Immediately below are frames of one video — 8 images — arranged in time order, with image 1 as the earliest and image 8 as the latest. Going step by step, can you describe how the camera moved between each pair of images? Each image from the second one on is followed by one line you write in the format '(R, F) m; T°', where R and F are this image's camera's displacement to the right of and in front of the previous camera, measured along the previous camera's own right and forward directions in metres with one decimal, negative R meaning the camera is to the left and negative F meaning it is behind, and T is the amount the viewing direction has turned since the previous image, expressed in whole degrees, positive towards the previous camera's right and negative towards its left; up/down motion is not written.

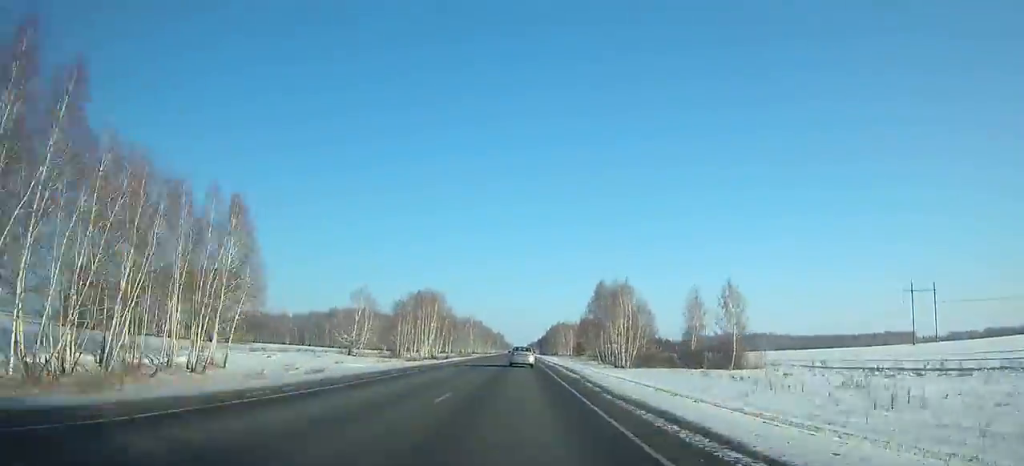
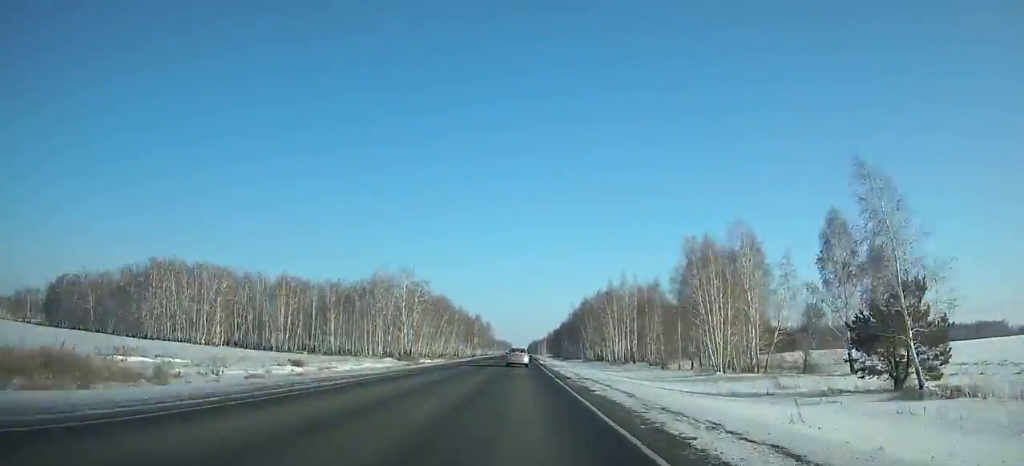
(-0.4, +170.5) m; 0°
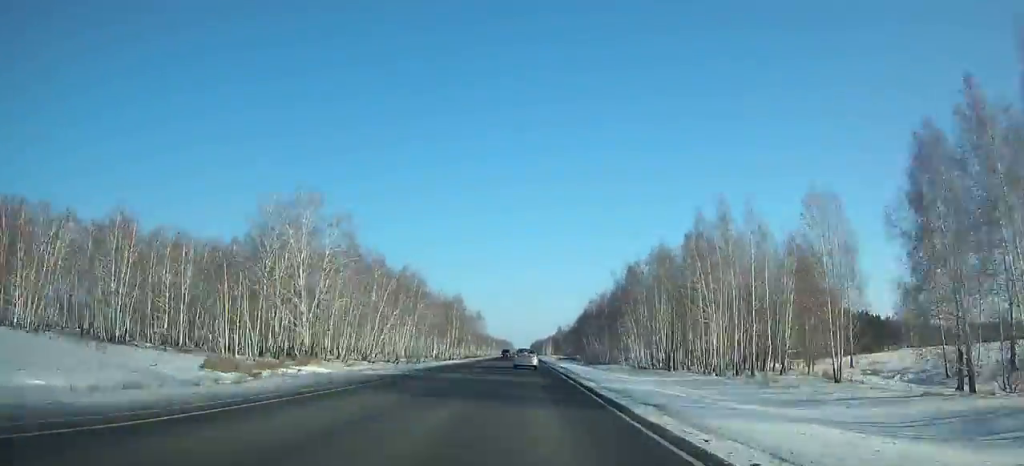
(+0.1, +60.6) m; 0°
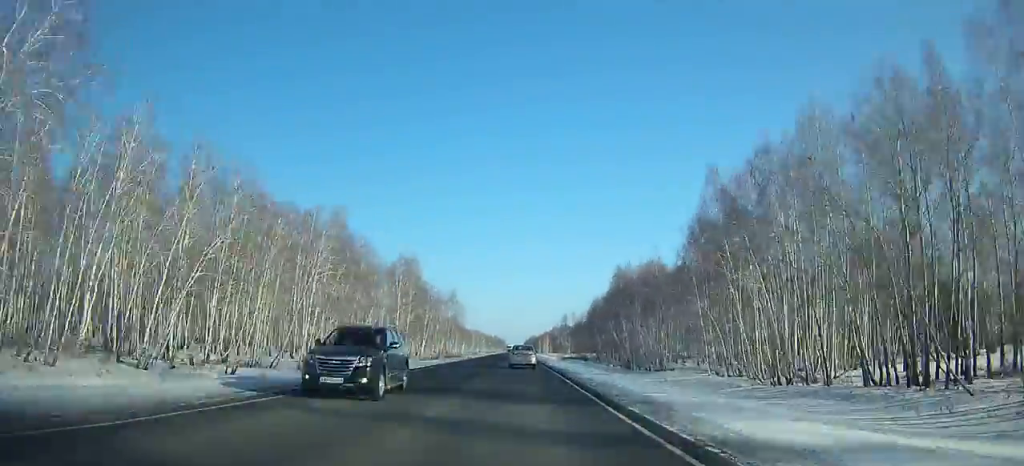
(+0.1, +46.4) m; 0°
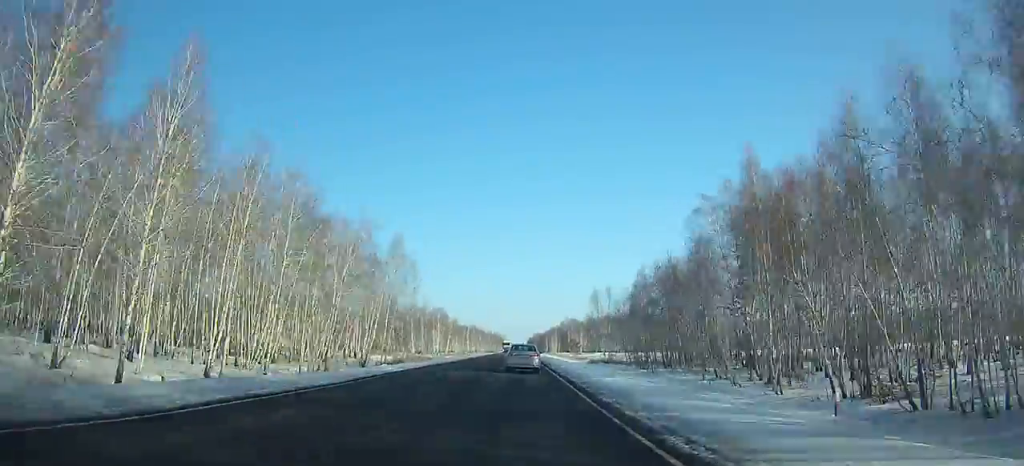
(+0.1, +53.4) m; 0°
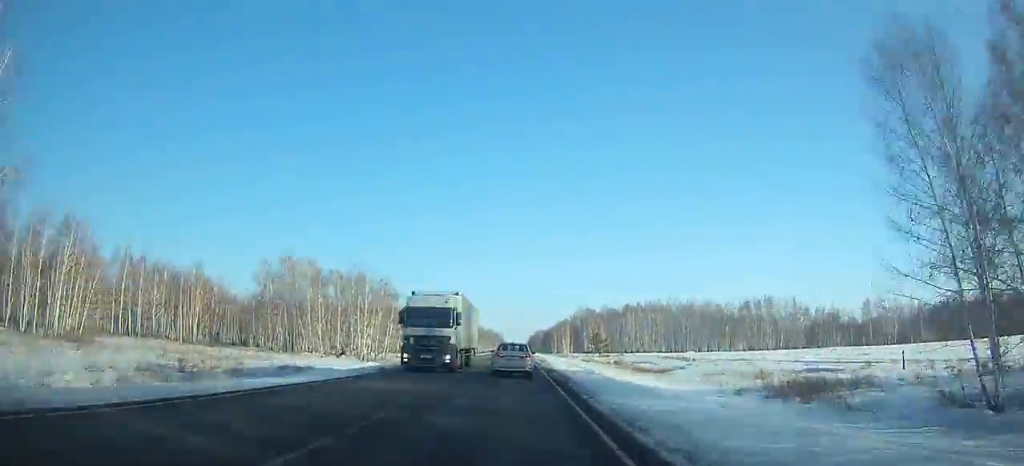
(+0.1, +78.2) m; 0°
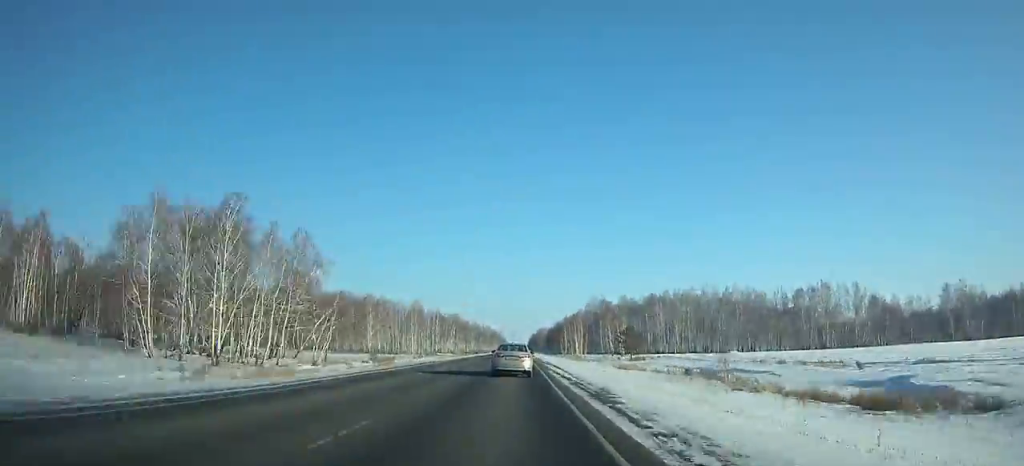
(+0.1, +48.5) m; 0°
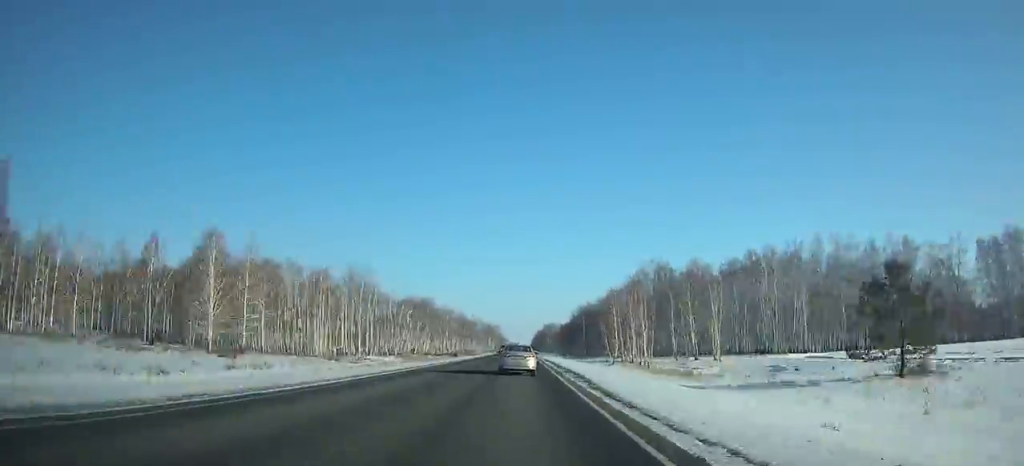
(-0.6, +85.8) m; 0°
